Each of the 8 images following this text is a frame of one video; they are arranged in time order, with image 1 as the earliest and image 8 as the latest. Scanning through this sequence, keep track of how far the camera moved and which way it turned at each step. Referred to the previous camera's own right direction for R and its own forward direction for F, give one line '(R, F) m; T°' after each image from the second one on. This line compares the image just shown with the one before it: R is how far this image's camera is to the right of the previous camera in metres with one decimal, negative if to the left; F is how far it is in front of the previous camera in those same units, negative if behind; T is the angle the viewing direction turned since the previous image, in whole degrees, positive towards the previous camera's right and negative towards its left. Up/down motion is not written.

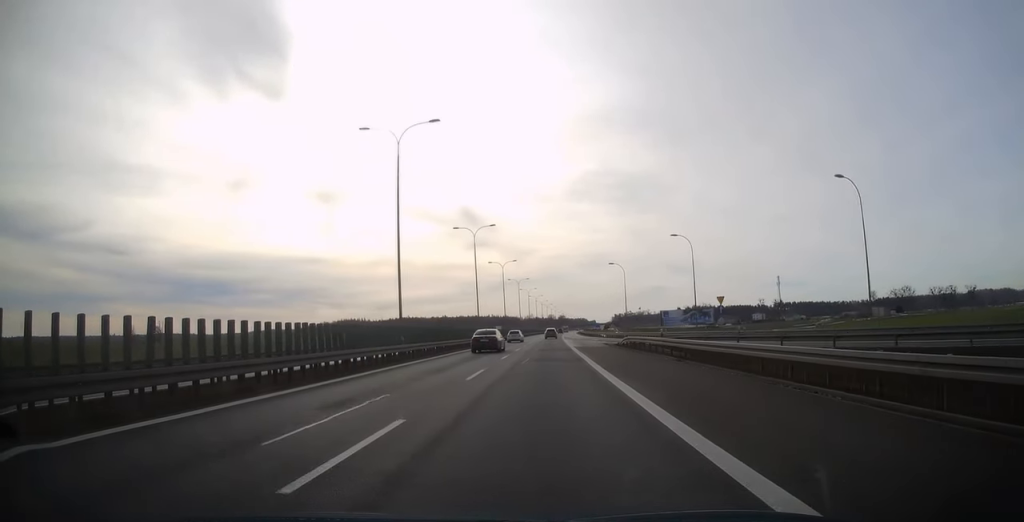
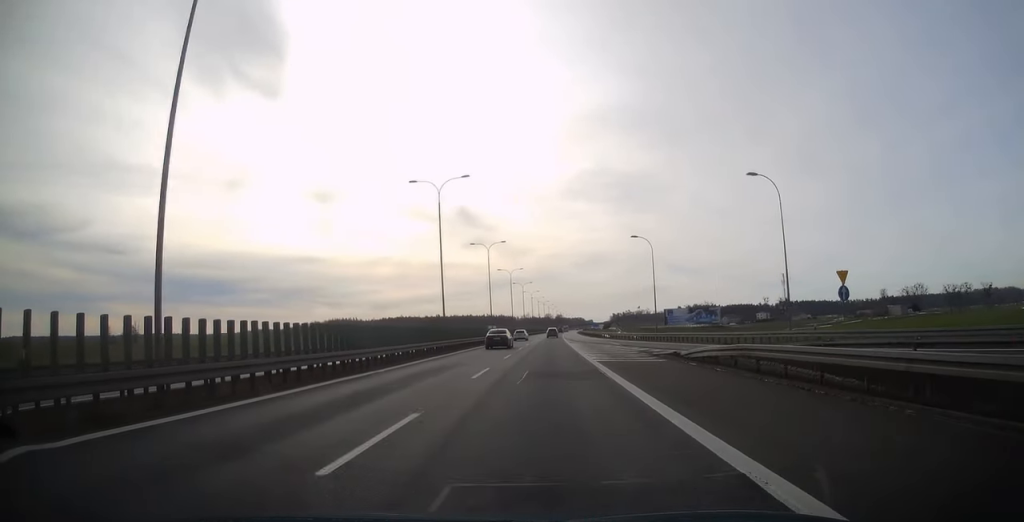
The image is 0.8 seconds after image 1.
(-0.1, +23.5) m; 0°
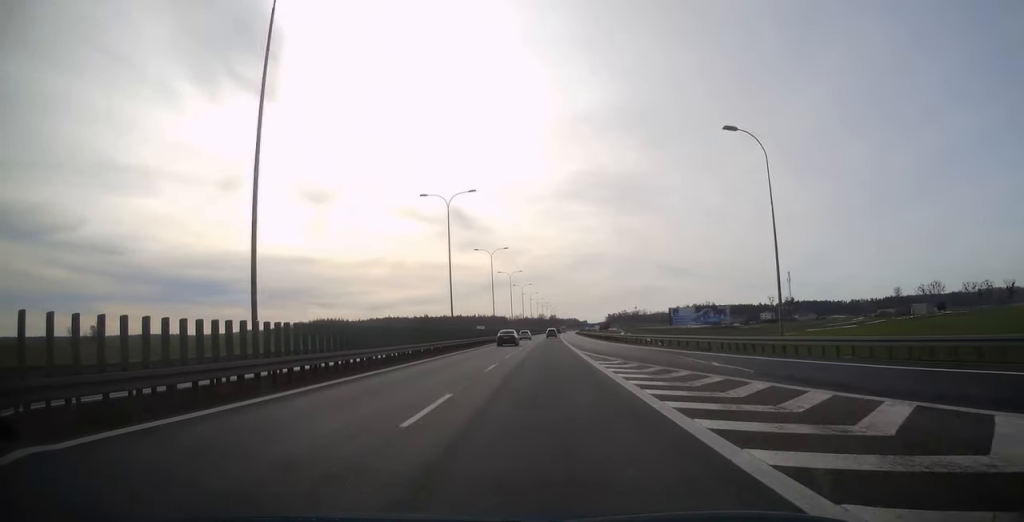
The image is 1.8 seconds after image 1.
(+0.2, +32.6) m; +1°
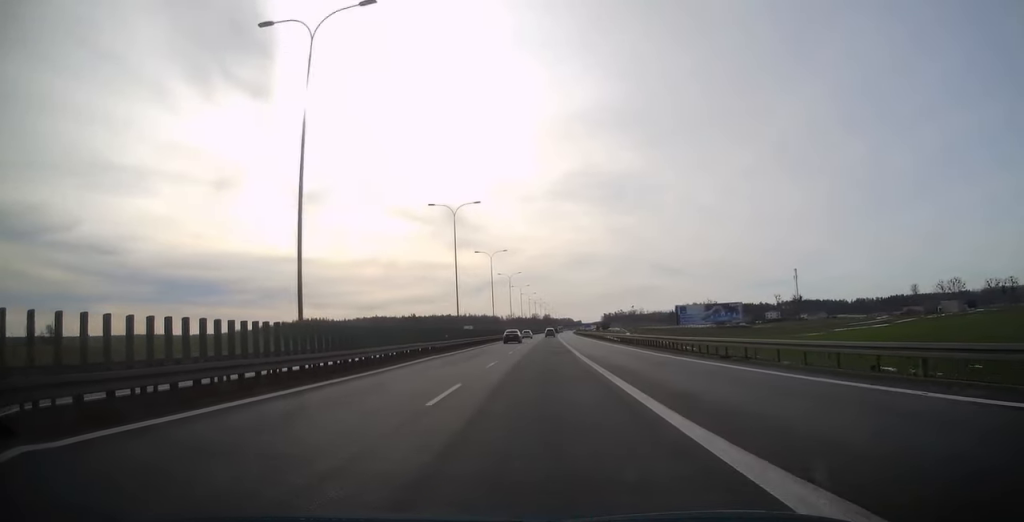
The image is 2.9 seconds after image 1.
(+0.2, +33.6) m; 0°
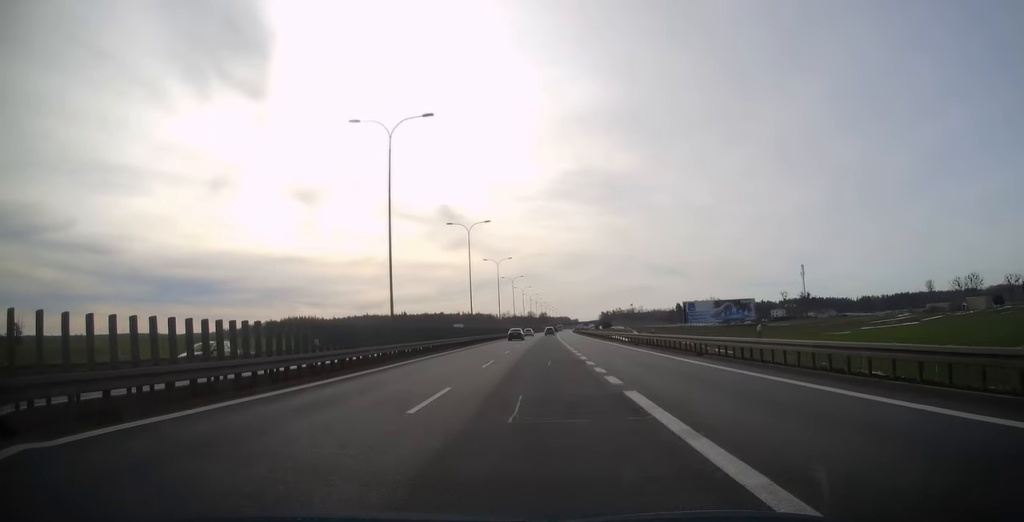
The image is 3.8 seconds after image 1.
(0.0, +24.9) m; 0°
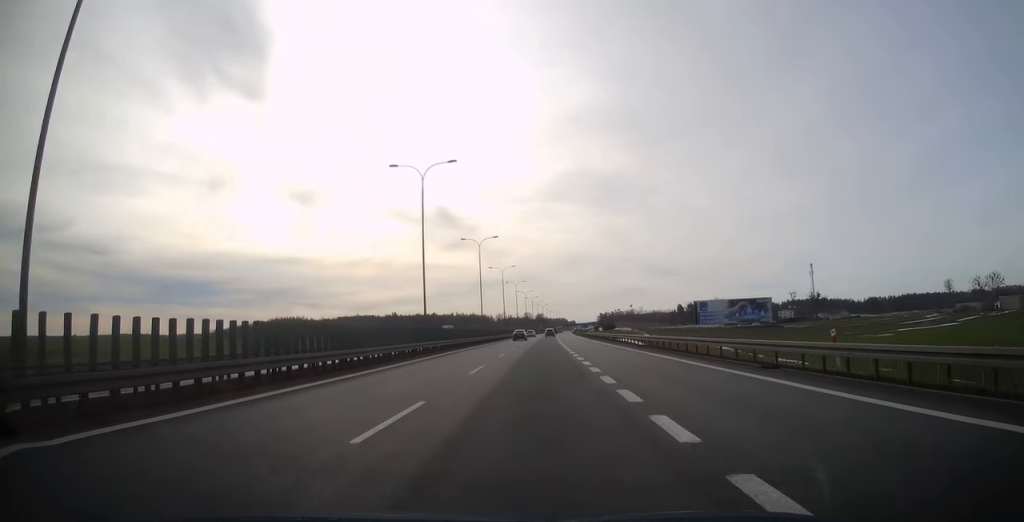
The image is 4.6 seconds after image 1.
(+0.2, +26.5) m; 0°
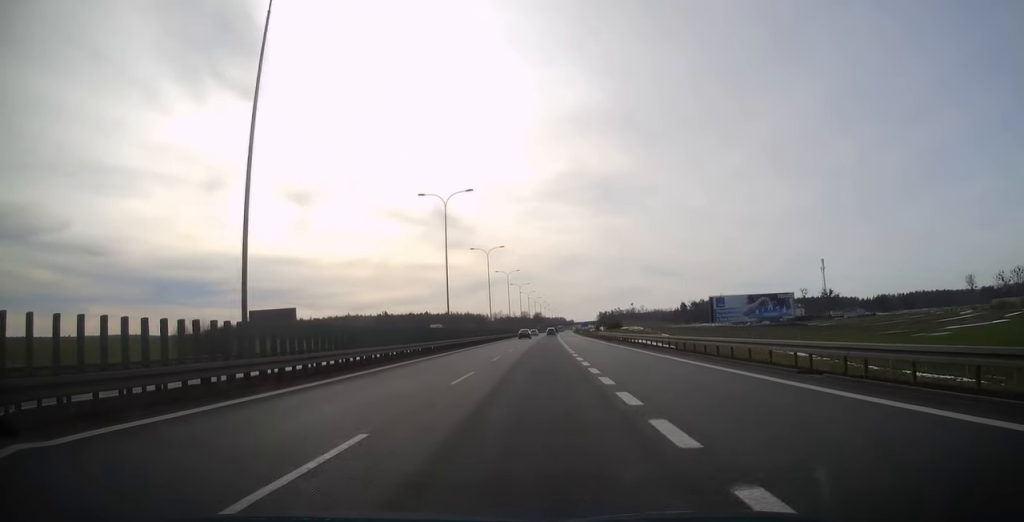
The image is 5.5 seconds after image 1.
(+0.1, +27.6) m; 0°
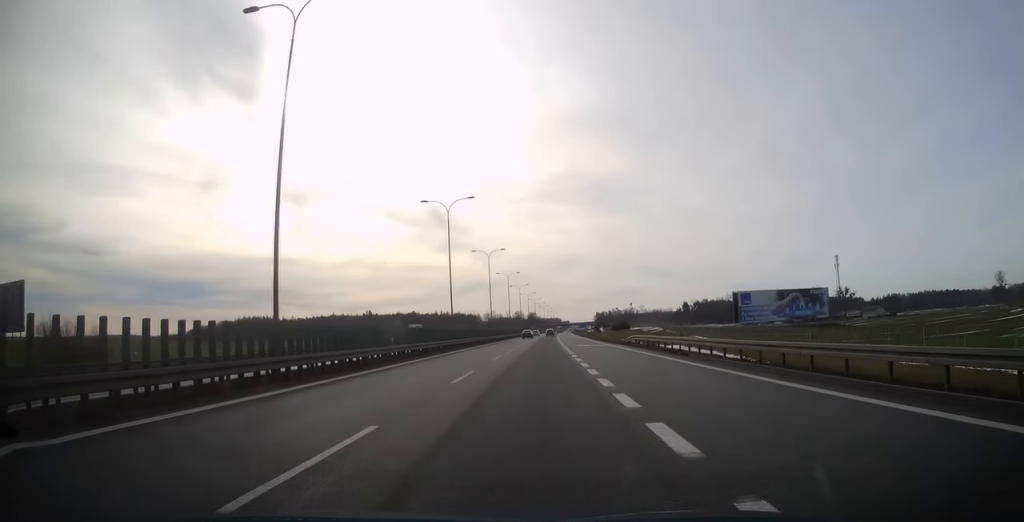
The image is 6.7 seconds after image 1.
(+0.1, +35.2) m; 0°
